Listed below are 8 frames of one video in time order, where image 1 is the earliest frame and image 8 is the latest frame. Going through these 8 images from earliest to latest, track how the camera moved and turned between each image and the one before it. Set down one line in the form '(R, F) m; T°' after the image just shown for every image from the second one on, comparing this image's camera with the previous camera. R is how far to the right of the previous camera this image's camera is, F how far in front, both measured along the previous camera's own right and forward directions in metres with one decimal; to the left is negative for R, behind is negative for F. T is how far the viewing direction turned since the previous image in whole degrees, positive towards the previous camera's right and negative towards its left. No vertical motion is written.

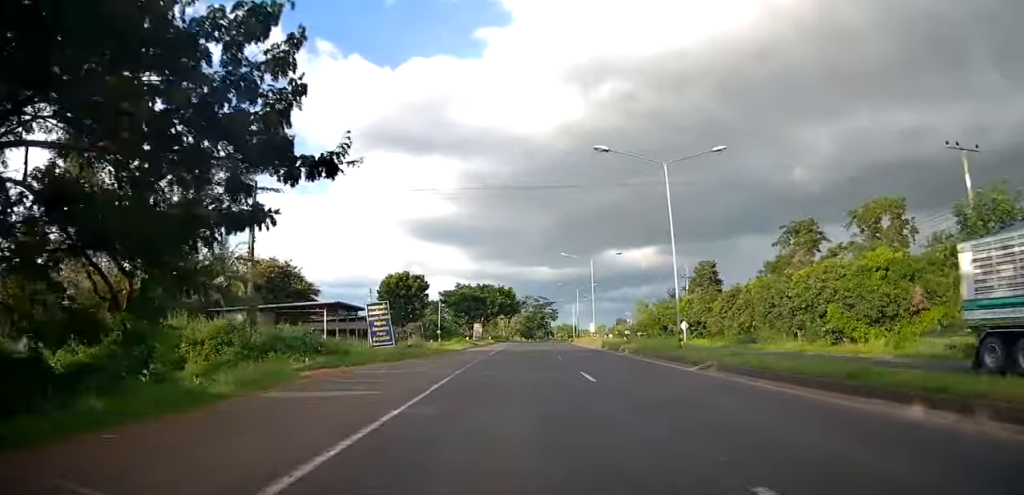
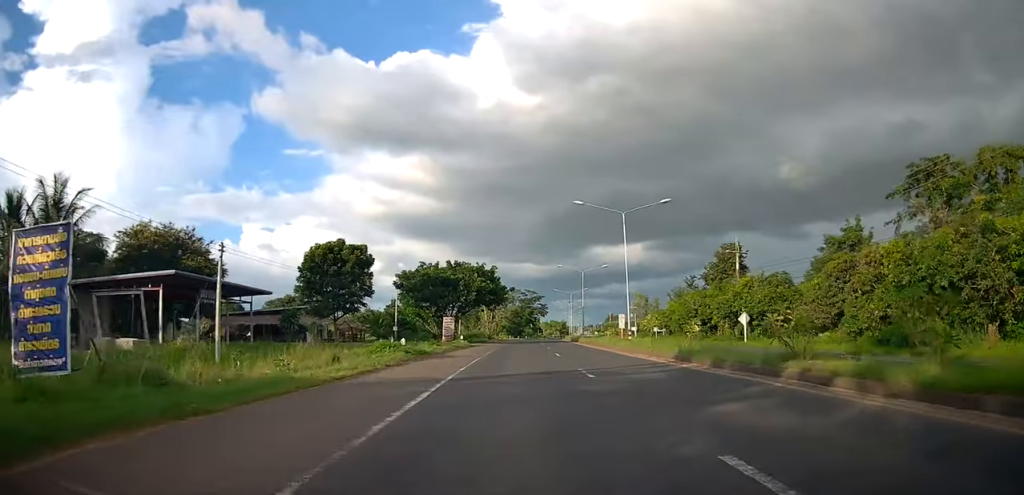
(-0.3, +23.1) m; 0°
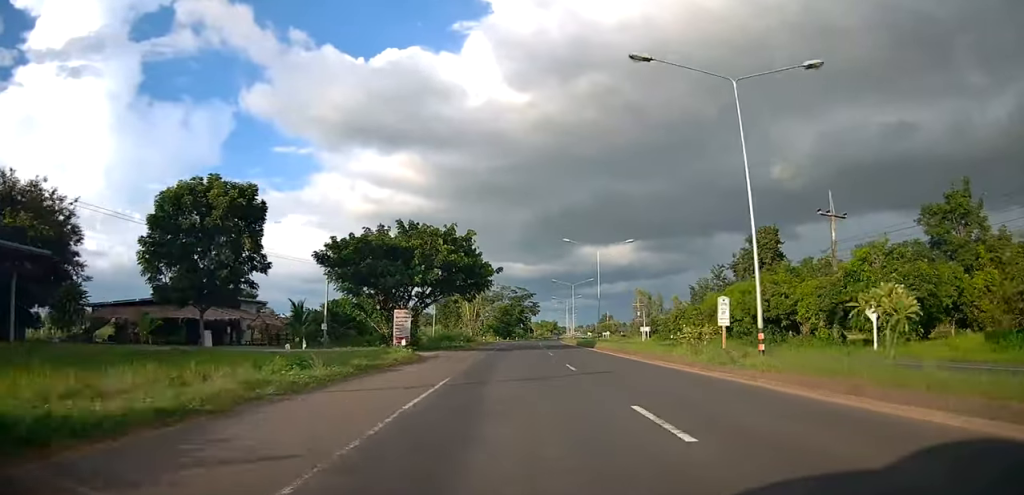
(+0.1, +20.8) m; +2°
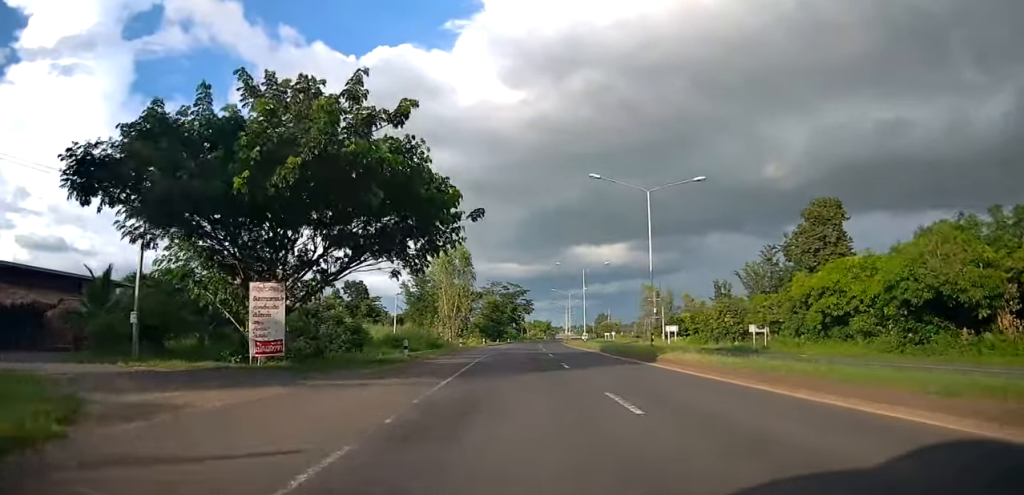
(+0.8, +21.7) m; +2°
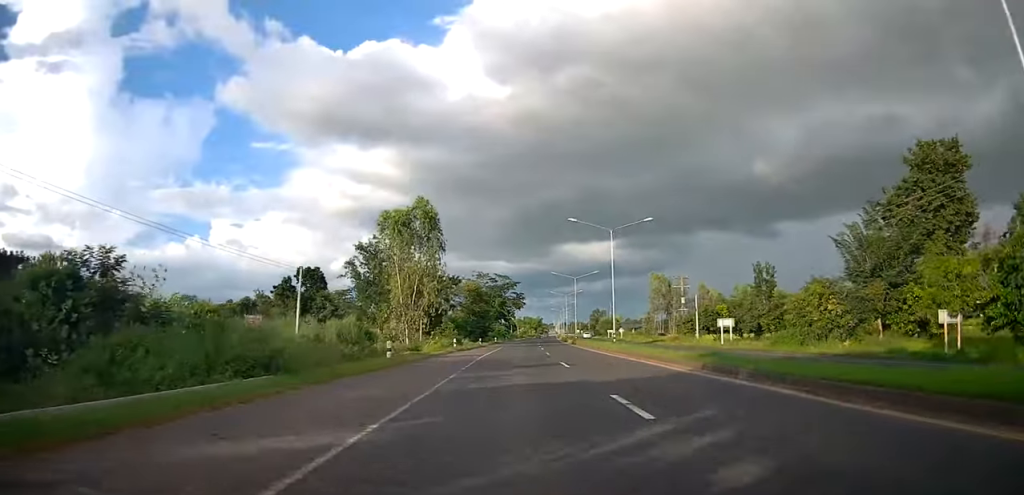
(-0.1, +24.5) m; -1°
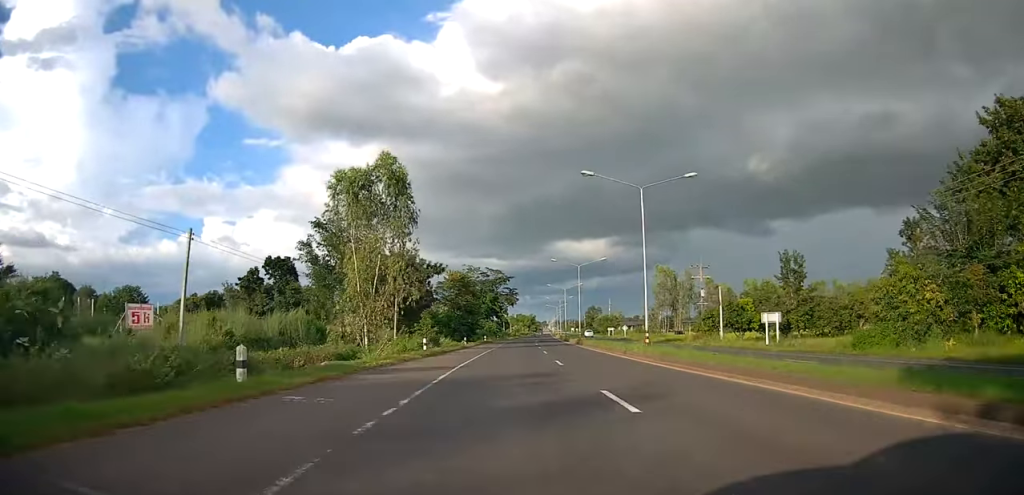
(-0.1, +12.4) m; 0°
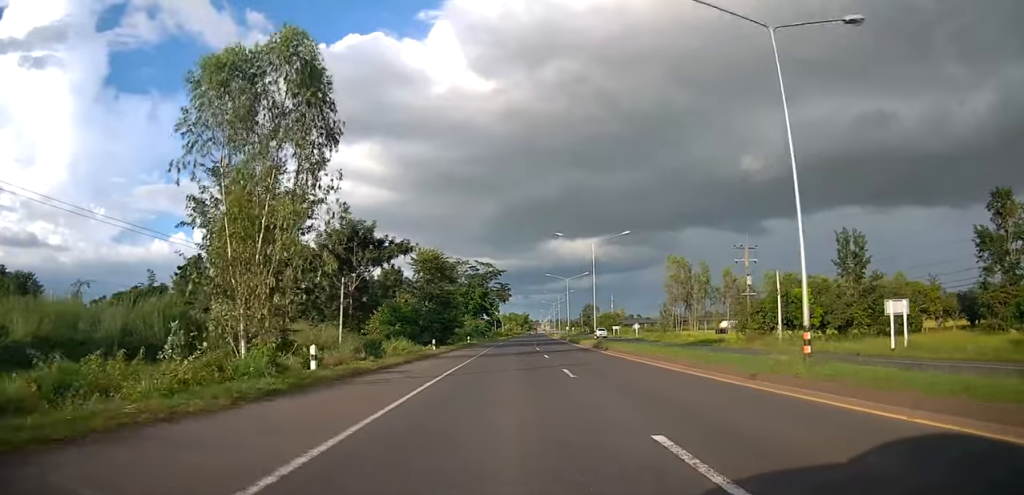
(0.0, +17.3) m; +2°
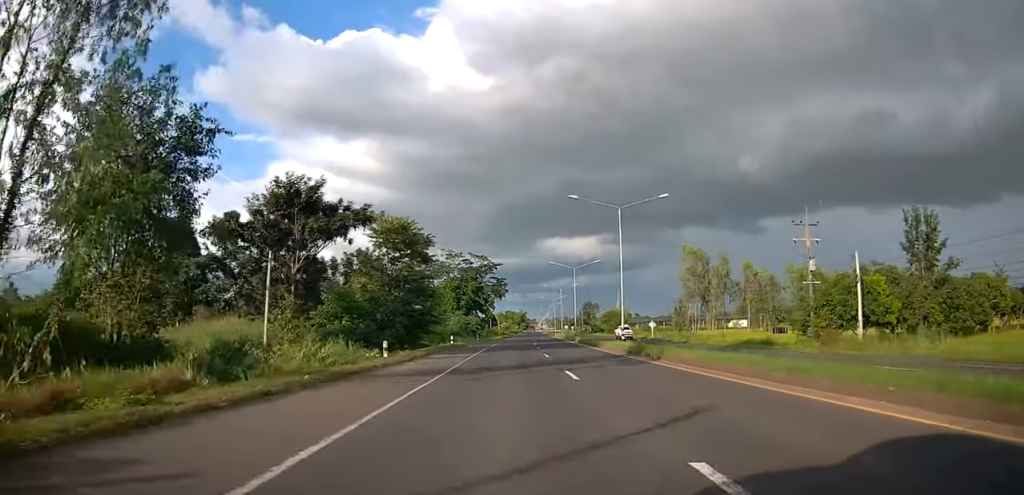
(+0.5, +13.3) m; 0°
